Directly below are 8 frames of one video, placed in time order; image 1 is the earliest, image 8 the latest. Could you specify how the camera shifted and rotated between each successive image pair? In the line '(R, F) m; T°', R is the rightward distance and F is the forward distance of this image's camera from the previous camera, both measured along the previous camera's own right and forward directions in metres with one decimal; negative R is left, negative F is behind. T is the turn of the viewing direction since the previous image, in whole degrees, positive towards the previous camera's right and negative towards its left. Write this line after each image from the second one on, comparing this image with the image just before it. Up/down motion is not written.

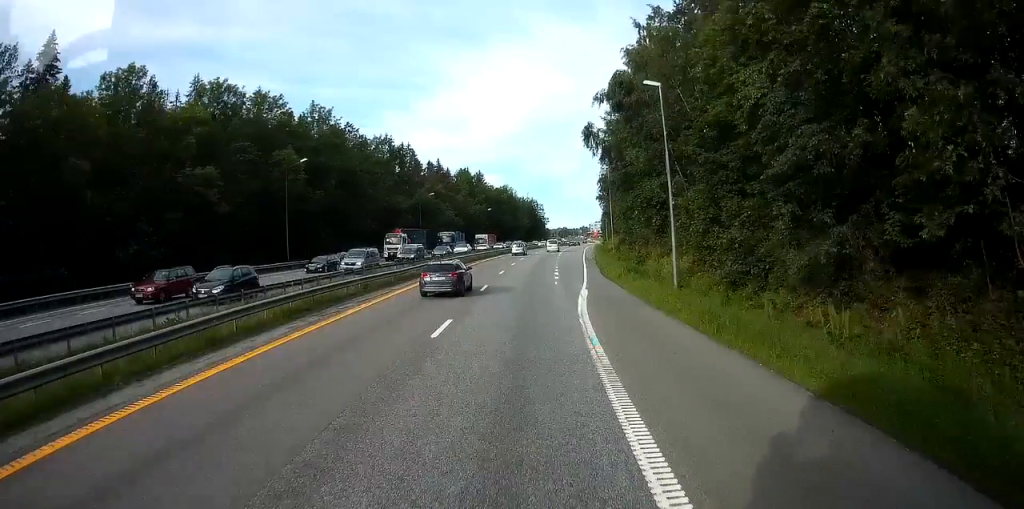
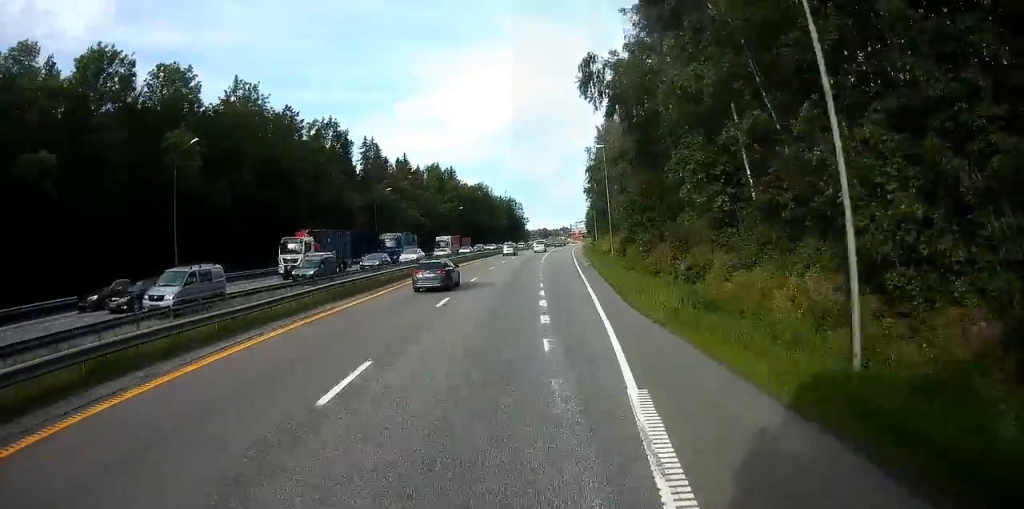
(+0.1, +17.5) m; +2°
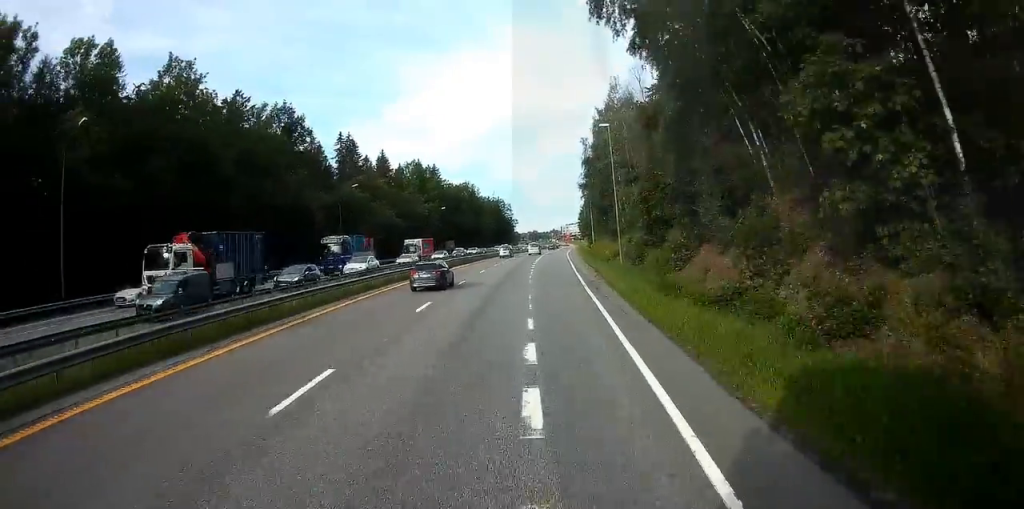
(+0.2, +12.3) m; +1°
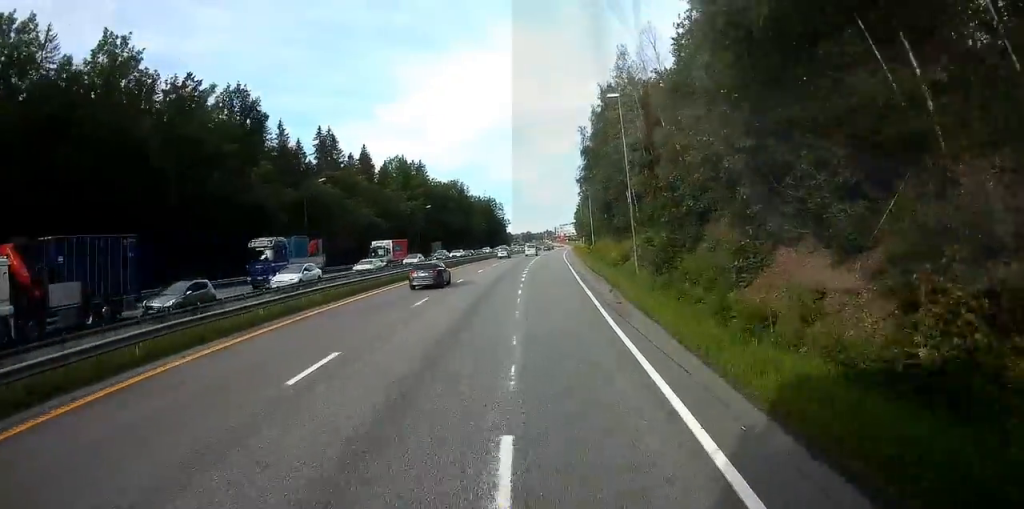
(0.0, +10.1) m; +1°
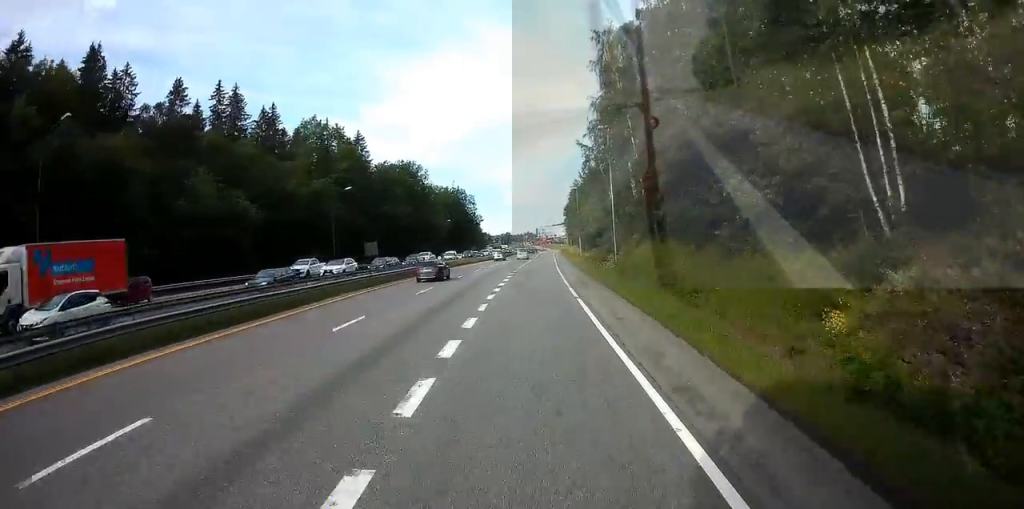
(+0.7, +41.0) m; +1°
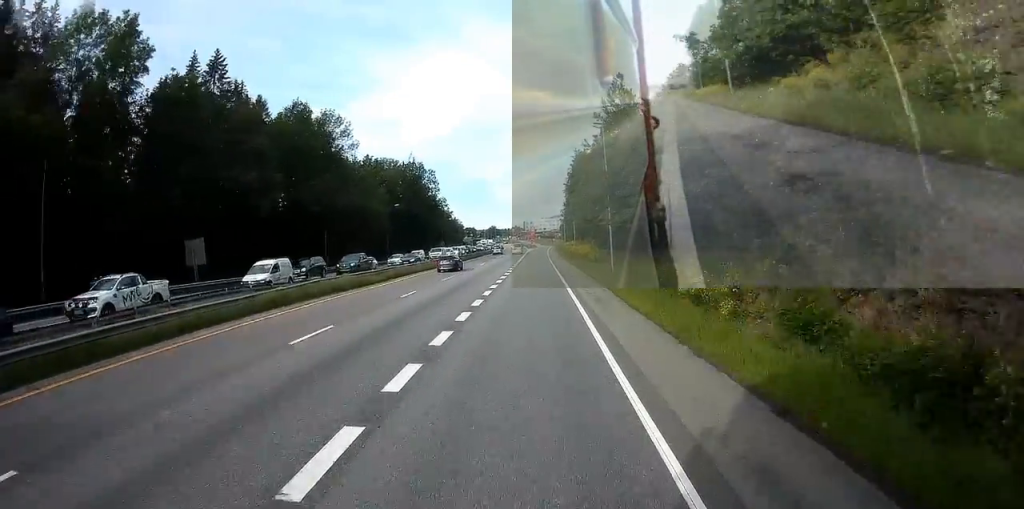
(+1.1, +50.1) m; +2°
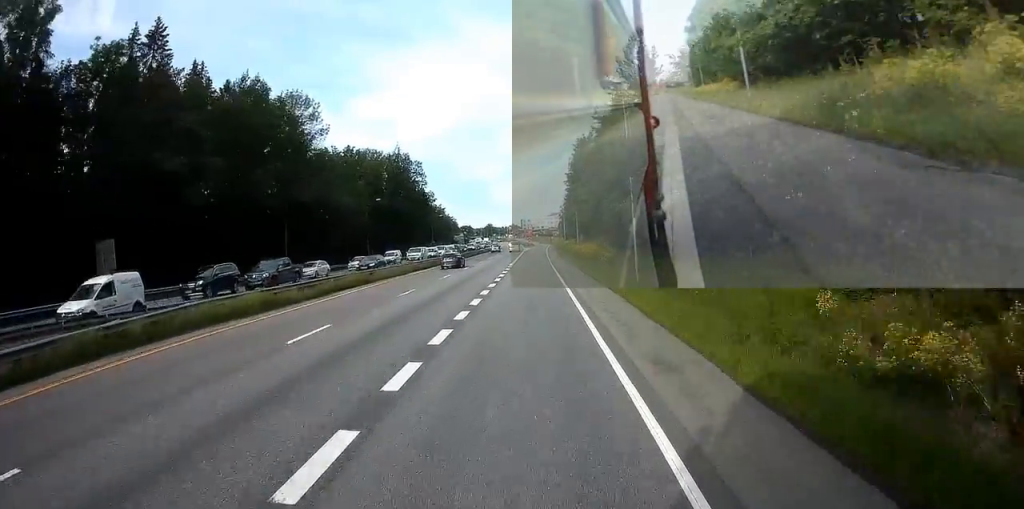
(0.0, +11.9) m; 0°
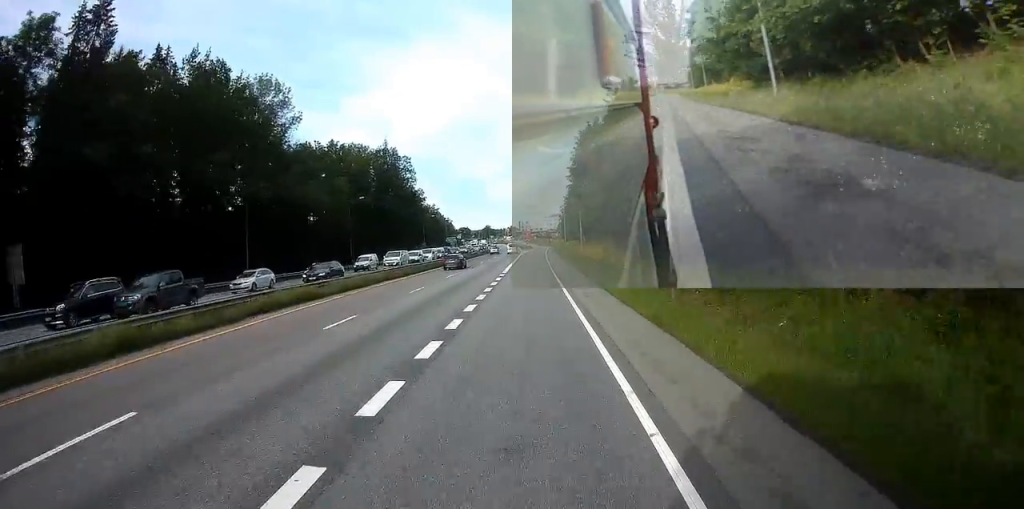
(0.0, +9.0) m; 0°
